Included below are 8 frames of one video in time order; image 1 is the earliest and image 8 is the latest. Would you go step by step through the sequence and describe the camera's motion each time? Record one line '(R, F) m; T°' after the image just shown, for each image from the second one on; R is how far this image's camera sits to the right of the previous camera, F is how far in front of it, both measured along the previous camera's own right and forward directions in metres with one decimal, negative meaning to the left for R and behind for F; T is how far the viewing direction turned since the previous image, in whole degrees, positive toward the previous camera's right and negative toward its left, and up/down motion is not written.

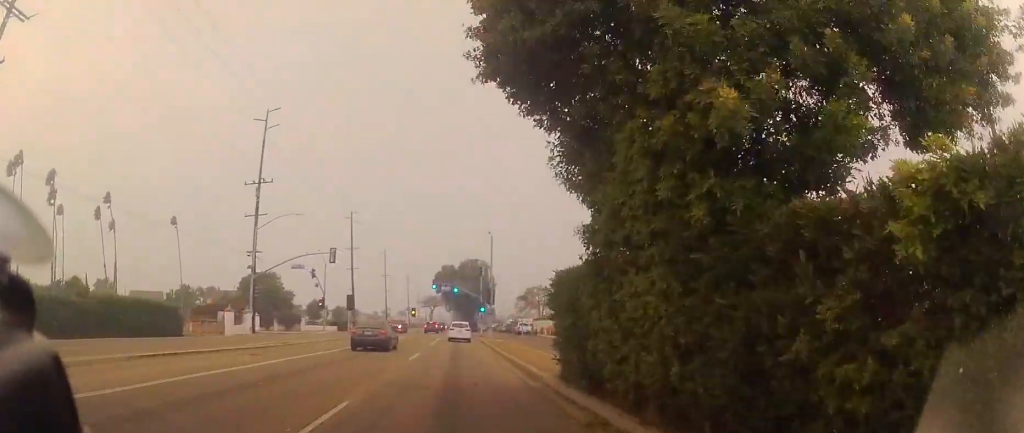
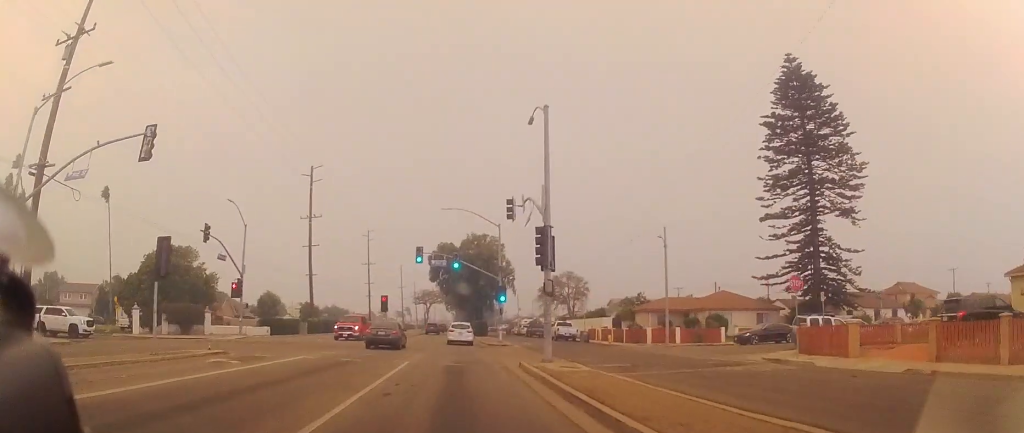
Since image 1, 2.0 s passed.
(-0.4, +30.4) m; 0°
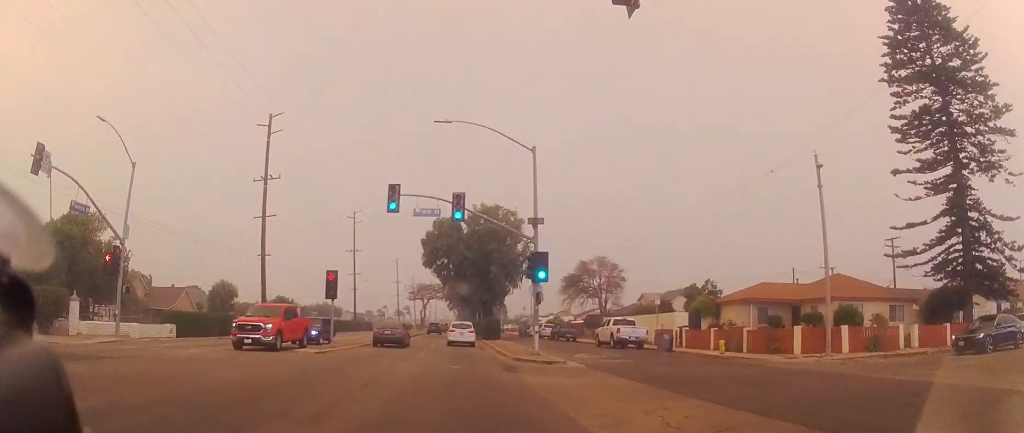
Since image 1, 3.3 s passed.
(+0.4, +18.6) m; +1°
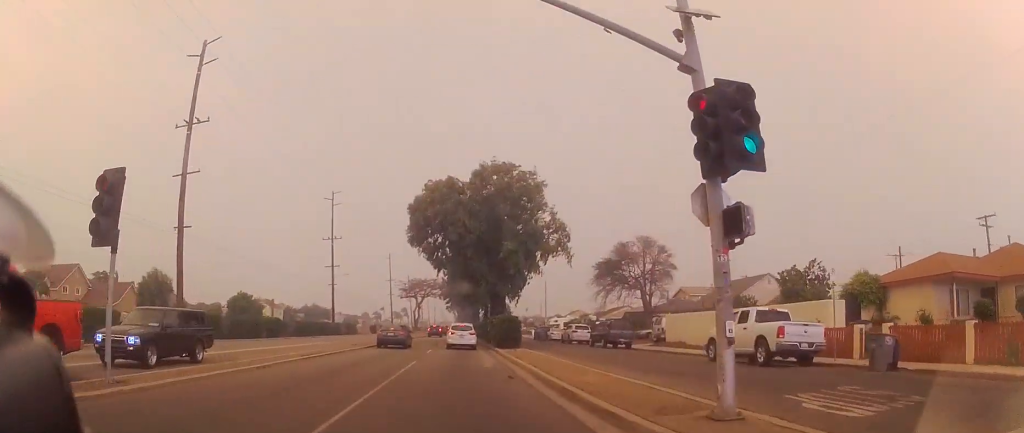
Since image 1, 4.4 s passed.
(-0.4, +16.7) m; -2°
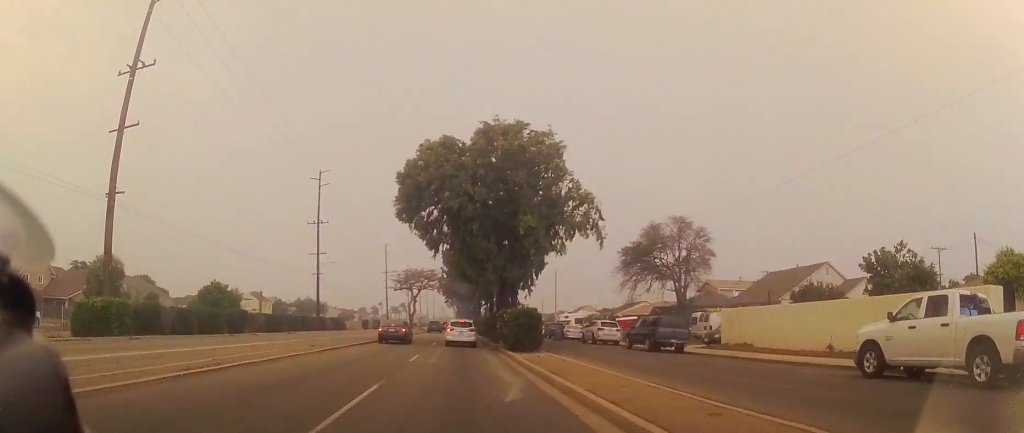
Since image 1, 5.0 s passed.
(0.0, +8.5) m; 0°
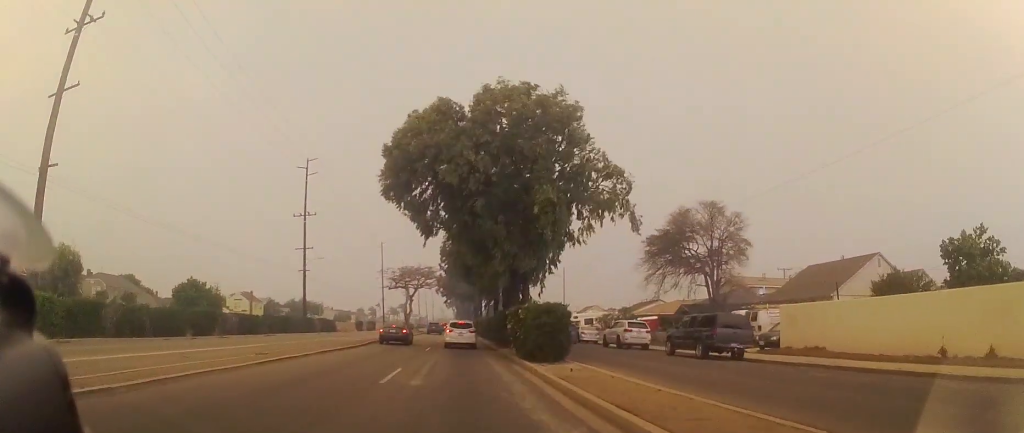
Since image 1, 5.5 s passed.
(0.0, +6.1) m; 0°
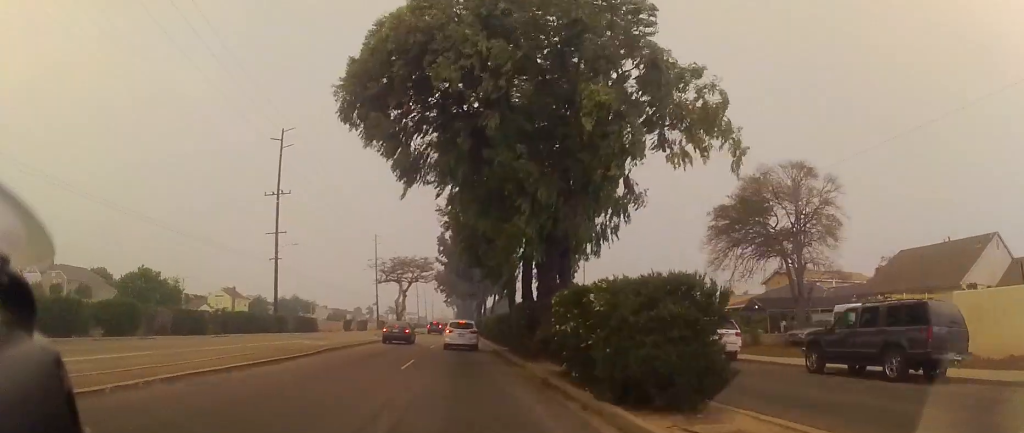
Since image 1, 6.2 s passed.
(0.0, +10.7) m; +1°
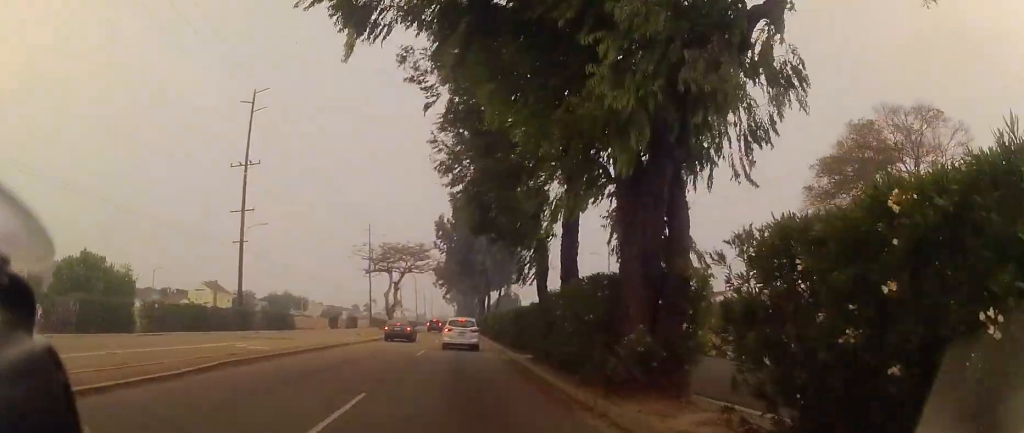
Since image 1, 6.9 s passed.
(+0.2, +9.6) m; 0°
